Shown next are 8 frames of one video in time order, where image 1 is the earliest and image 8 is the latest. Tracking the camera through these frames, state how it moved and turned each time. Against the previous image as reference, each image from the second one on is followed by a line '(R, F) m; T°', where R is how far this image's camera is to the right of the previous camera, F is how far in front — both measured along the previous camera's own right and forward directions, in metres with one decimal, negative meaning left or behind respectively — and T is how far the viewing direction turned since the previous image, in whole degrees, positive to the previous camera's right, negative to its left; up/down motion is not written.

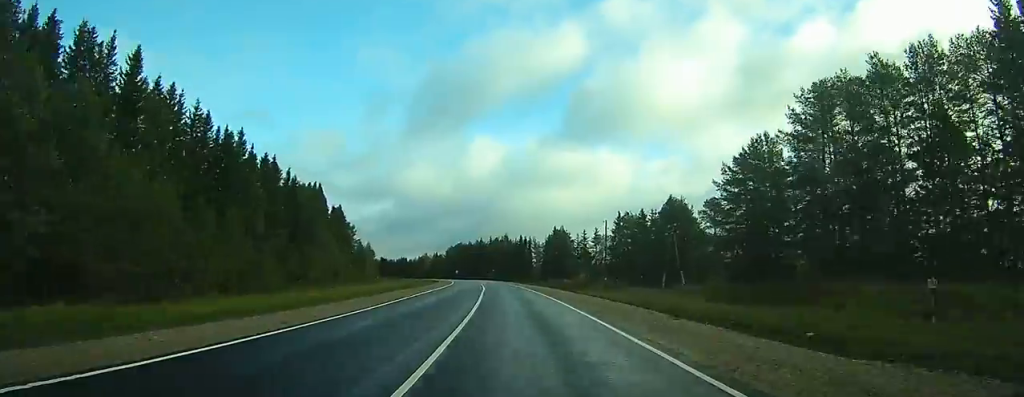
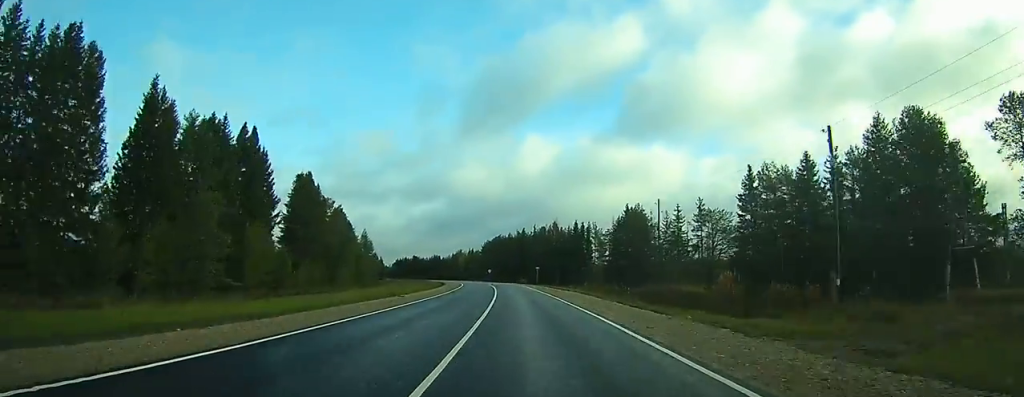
(-1.8, +50.4) m; -4°
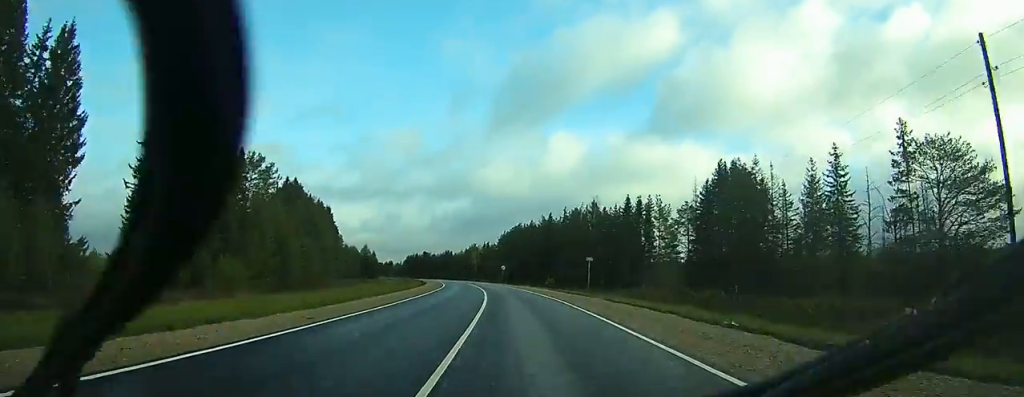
(-1.4, +42.8) m; -4°
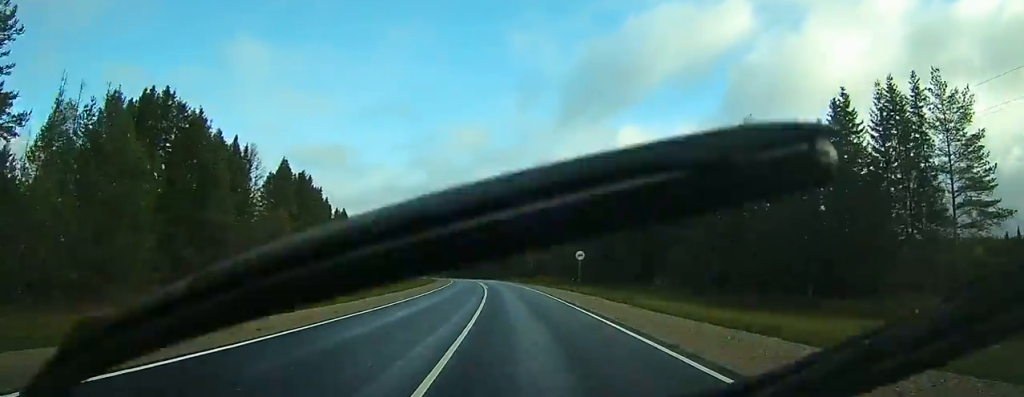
(-2.3, +53.8) m; -5°
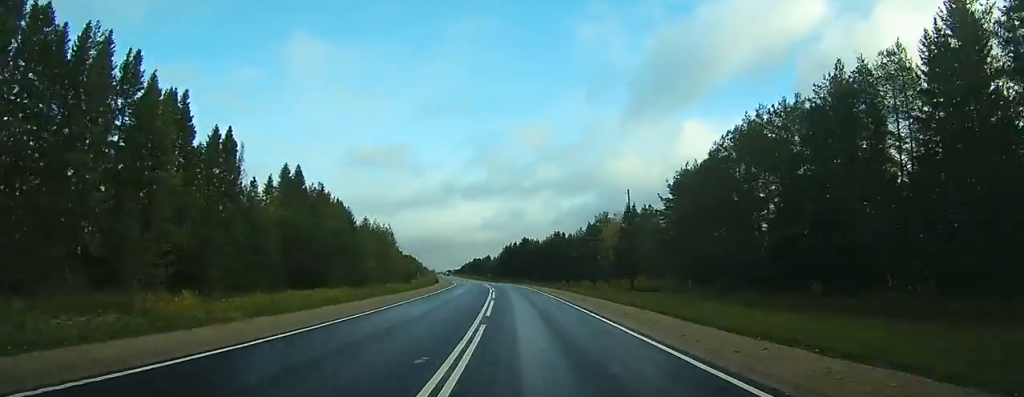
(-3.3, +64.4) m; -5°
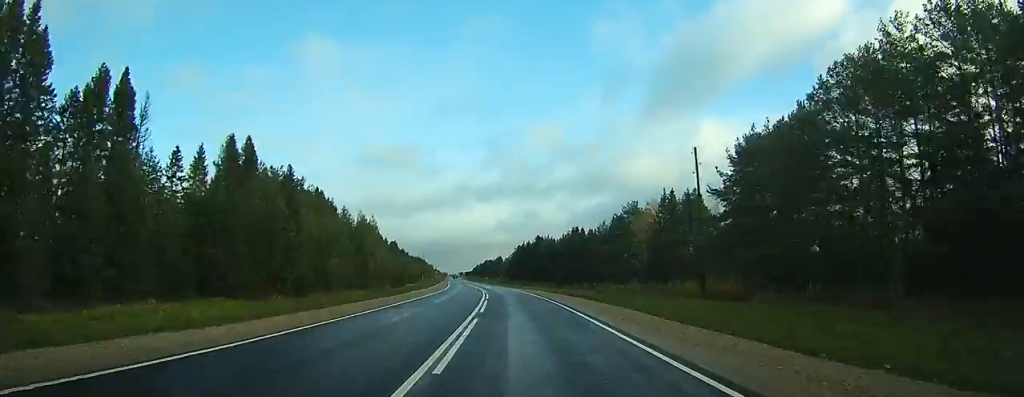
(-0.1, +21.8) m; -1°
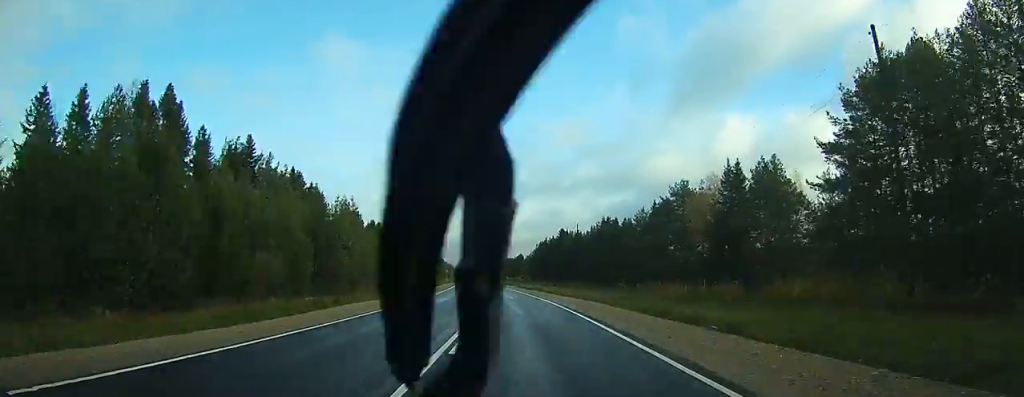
(-0.4, +22.3) m; -1°
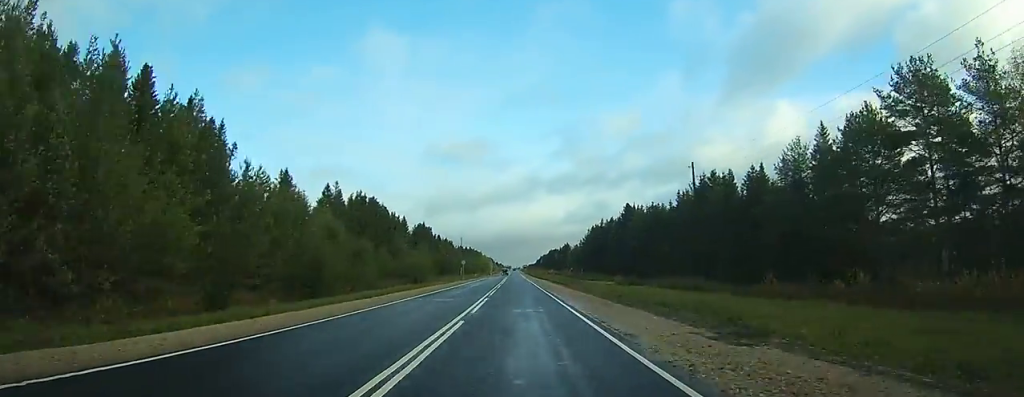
(-1.5, +51.9) m; -3°
